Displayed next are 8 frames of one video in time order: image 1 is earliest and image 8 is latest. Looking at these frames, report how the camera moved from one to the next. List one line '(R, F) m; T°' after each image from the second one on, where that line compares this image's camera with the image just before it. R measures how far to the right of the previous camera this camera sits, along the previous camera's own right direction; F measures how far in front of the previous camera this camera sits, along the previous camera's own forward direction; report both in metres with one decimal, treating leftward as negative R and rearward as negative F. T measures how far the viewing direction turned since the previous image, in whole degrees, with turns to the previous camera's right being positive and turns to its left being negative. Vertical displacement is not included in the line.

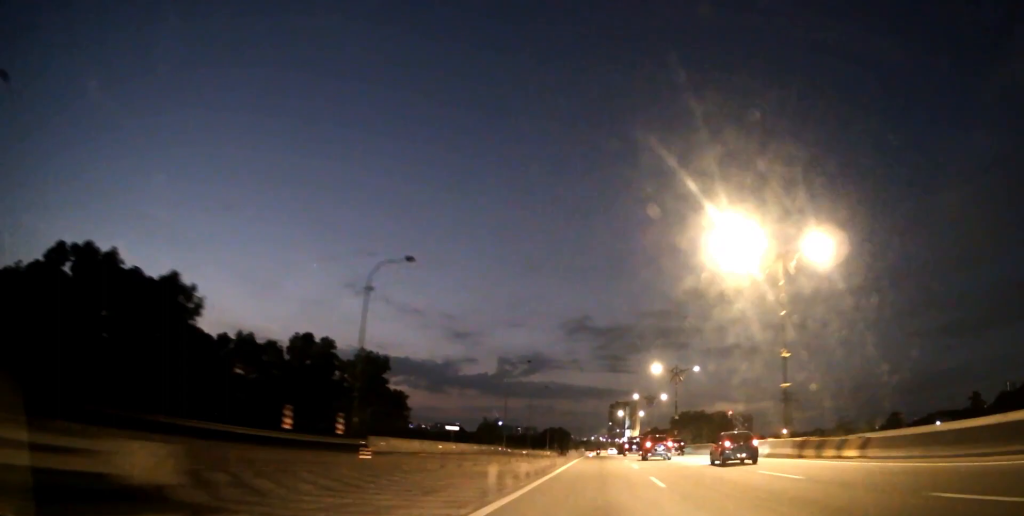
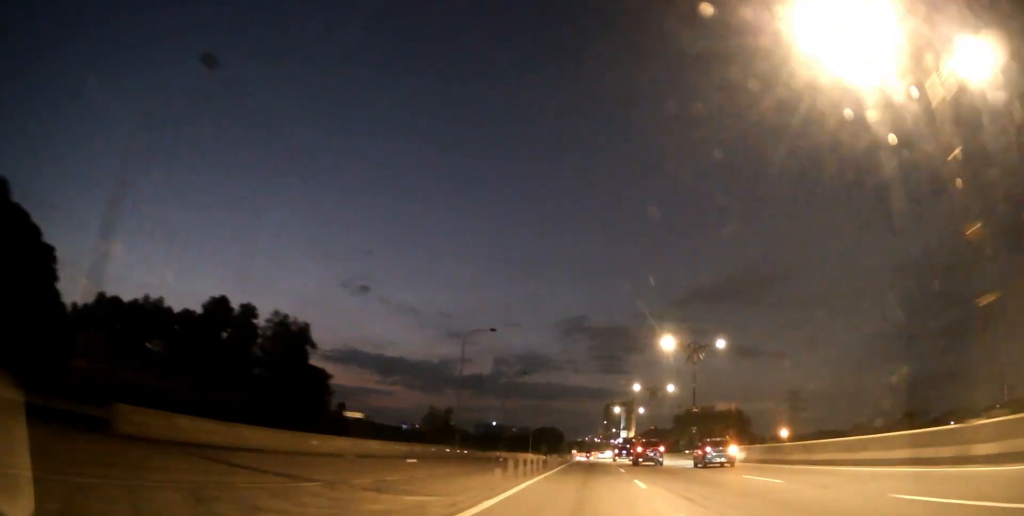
(+0.1, +20.7) m; 0°
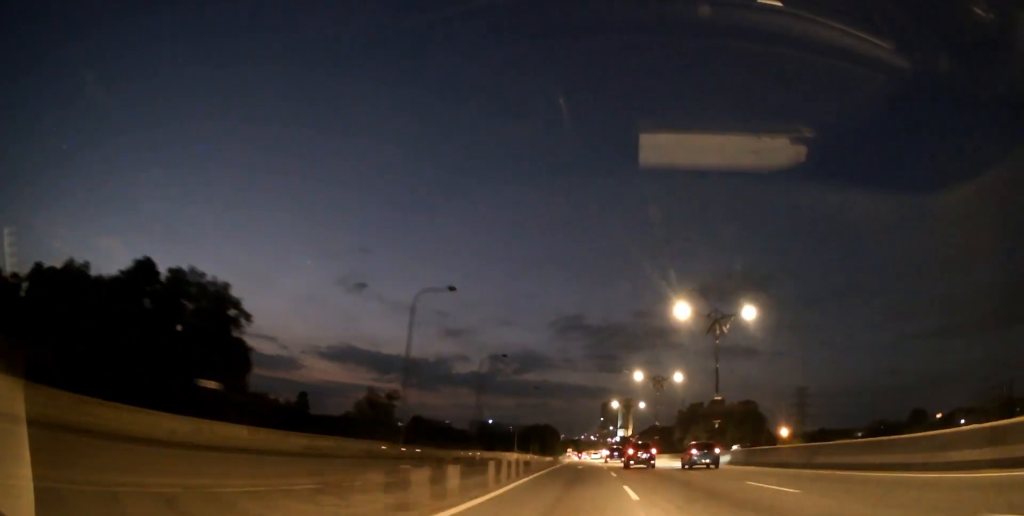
(+0.1, +13.9) m; 0°
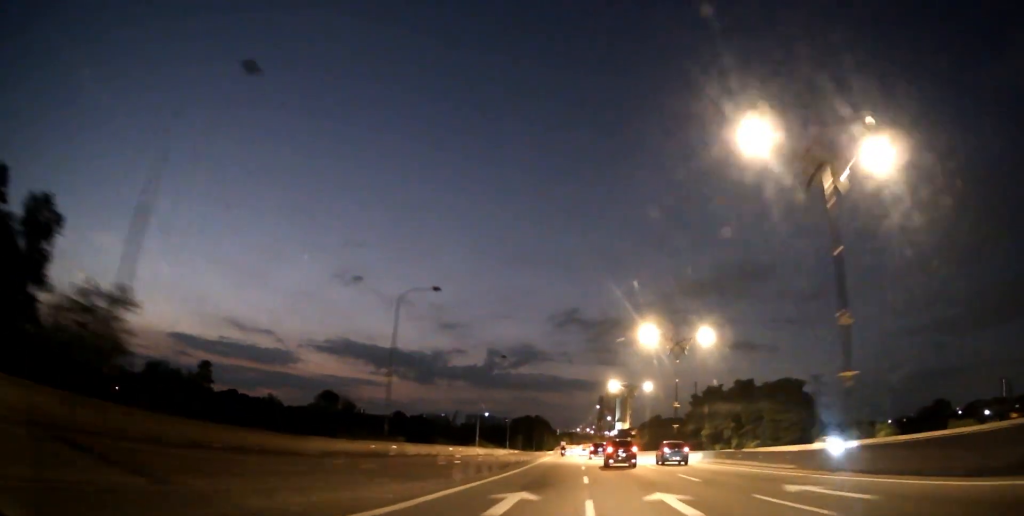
(+0.1, +26.5) m; 0°
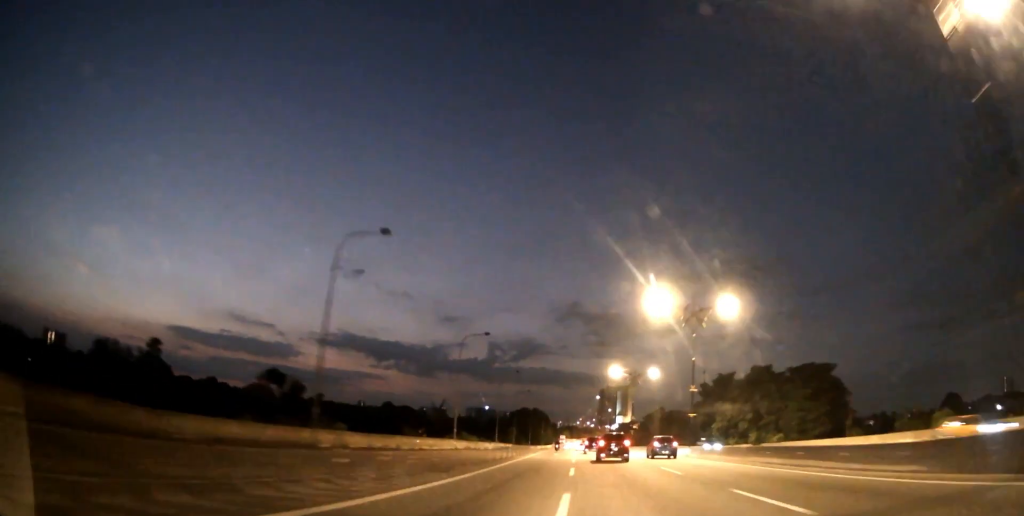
(0.0, +11.3) m; 0°
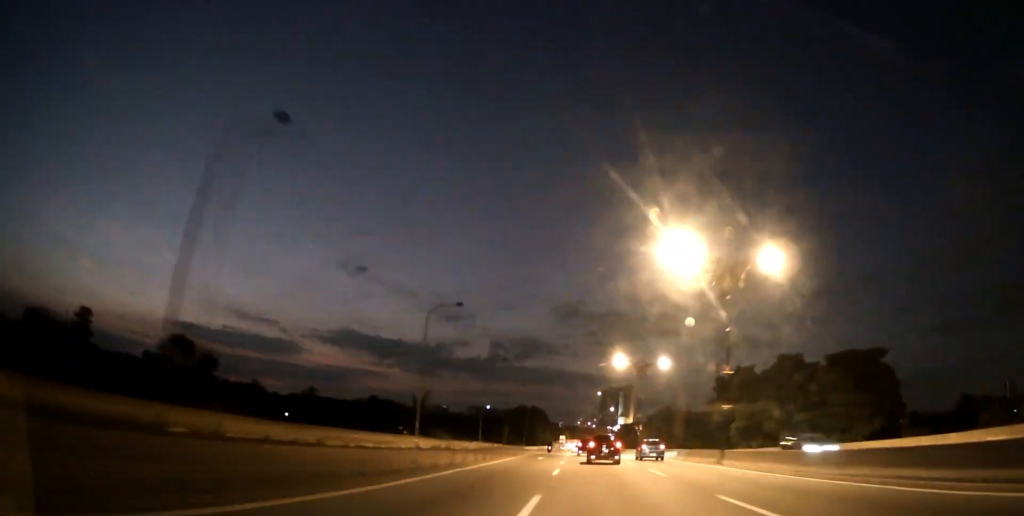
(0.0, +12.2) m; 0°
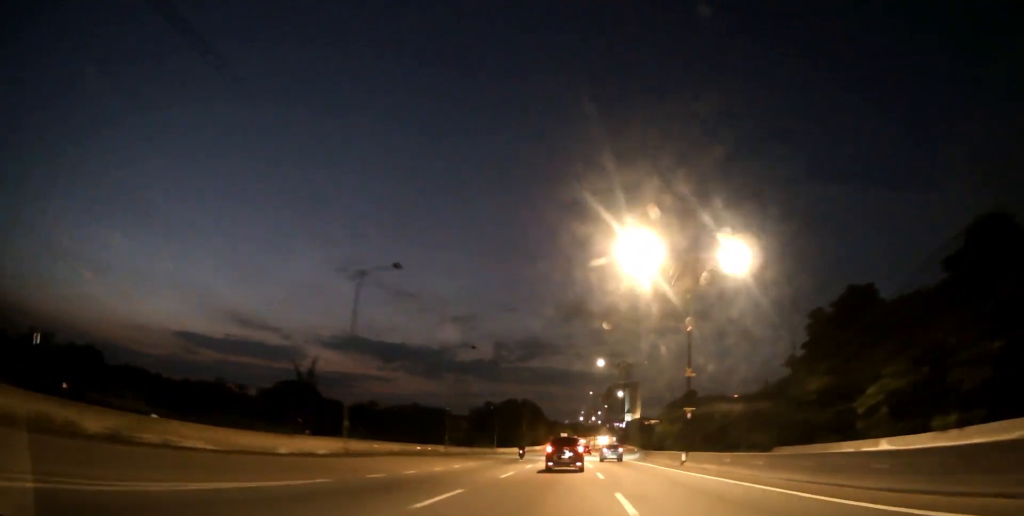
(-0.2, +42.0) m; -1°
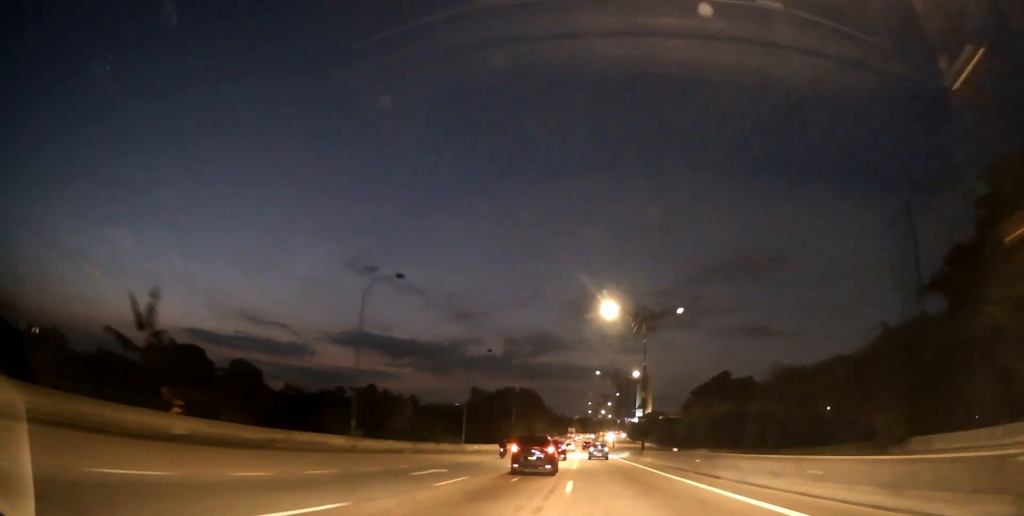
(-0.2, +27.0) m; -1°
